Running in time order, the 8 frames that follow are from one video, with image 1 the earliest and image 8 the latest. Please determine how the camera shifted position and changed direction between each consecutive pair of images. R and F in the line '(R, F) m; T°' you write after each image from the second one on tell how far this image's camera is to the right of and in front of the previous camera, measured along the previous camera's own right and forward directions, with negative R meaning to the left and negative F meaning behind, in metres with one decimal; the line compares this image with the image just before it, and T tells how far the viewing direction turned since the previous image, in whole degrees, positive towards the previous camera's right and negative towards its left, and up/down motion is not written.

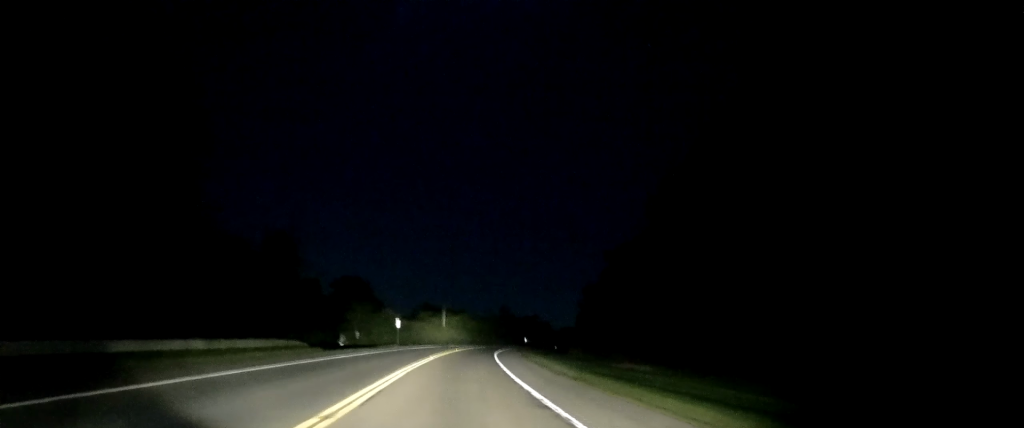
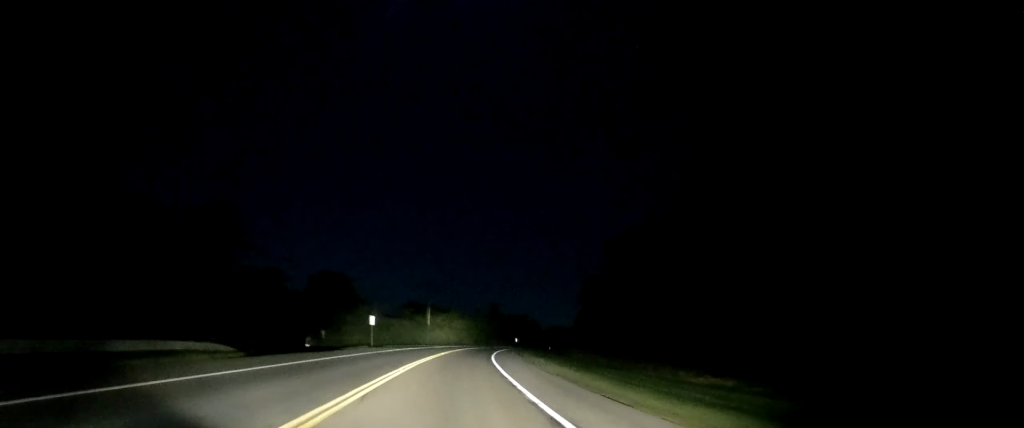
(0.0, +12.2) m; +1°
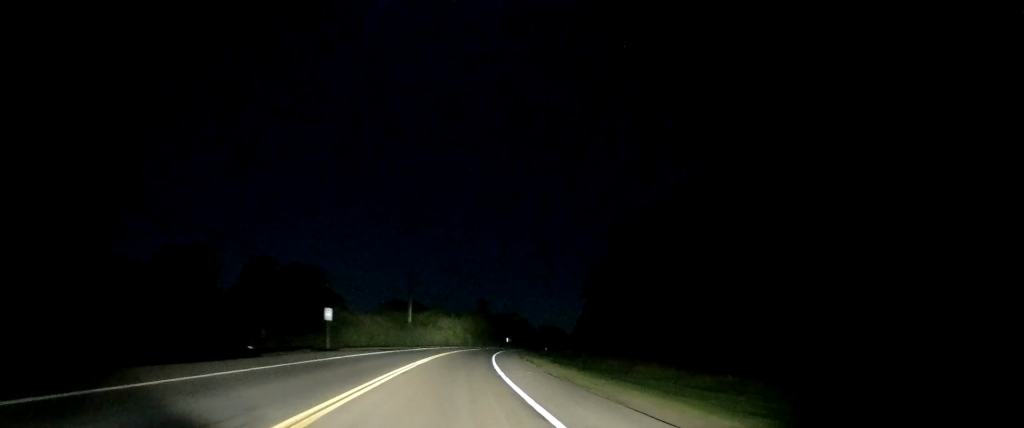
(+0.4, +15.6) m; +2°
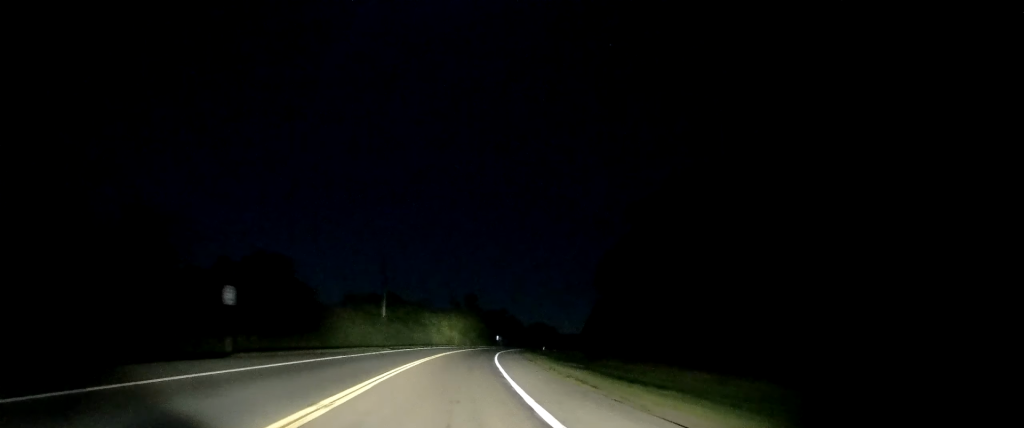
(+0.3, +18.3) m; +2°
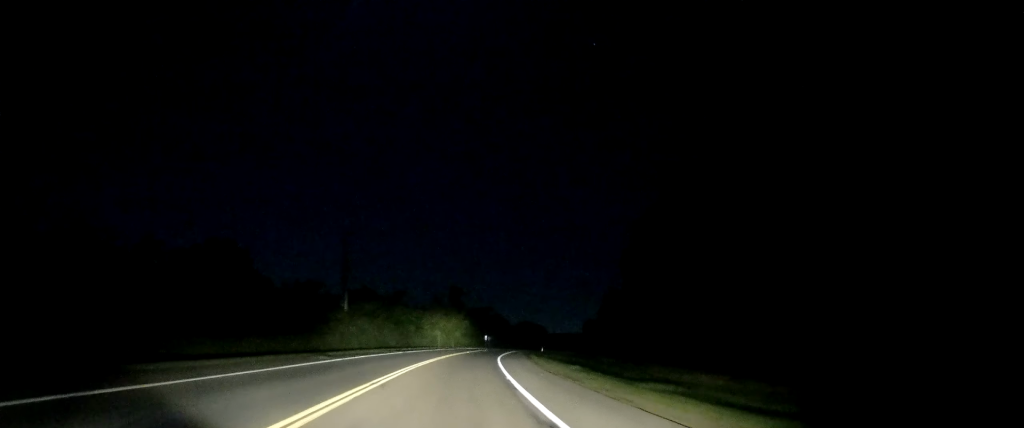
(+0.2, +18.3) m; +2°
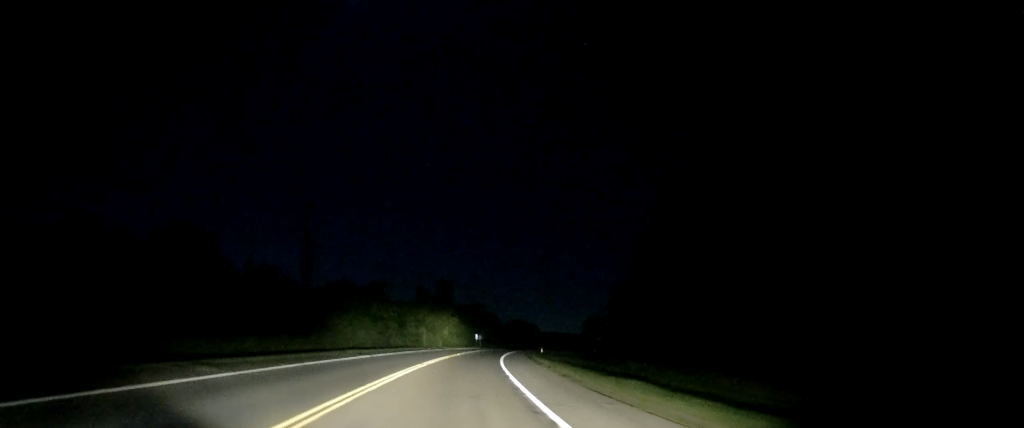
(+0.2, +12.6) m; +1°
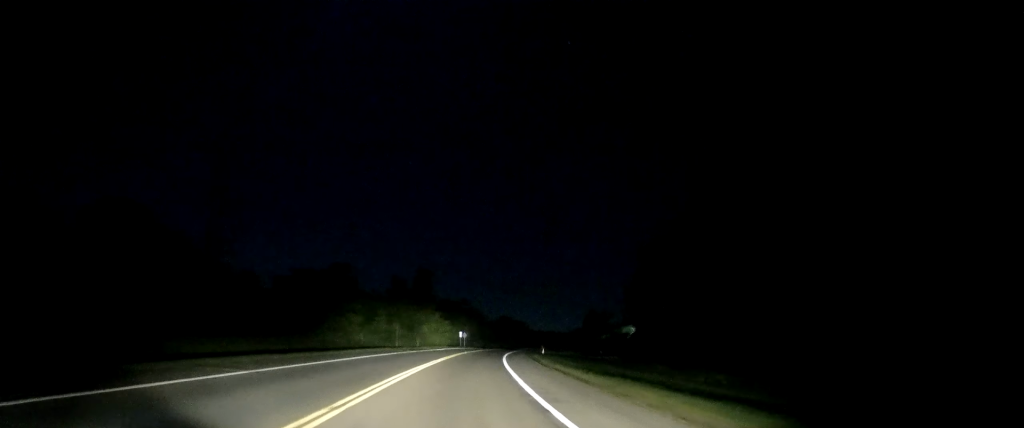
(+0.3, +17.6) m; +1°
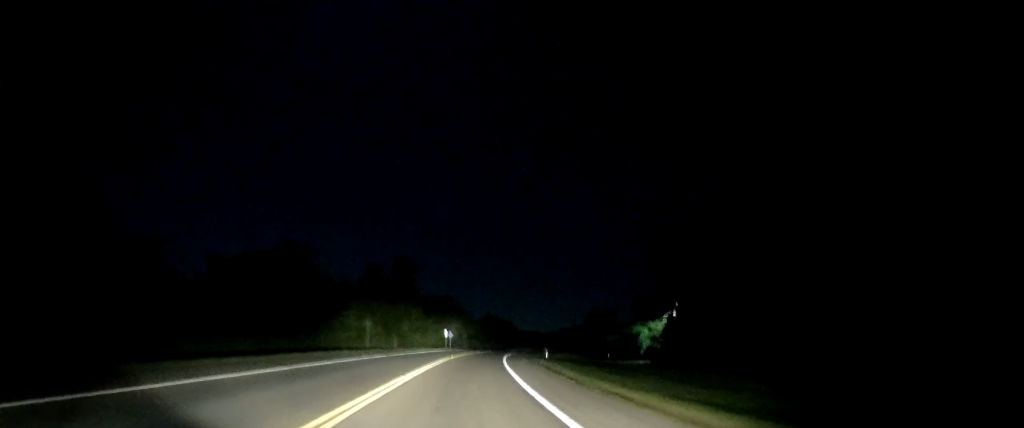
(+0.1, +13.4) m; 0°
